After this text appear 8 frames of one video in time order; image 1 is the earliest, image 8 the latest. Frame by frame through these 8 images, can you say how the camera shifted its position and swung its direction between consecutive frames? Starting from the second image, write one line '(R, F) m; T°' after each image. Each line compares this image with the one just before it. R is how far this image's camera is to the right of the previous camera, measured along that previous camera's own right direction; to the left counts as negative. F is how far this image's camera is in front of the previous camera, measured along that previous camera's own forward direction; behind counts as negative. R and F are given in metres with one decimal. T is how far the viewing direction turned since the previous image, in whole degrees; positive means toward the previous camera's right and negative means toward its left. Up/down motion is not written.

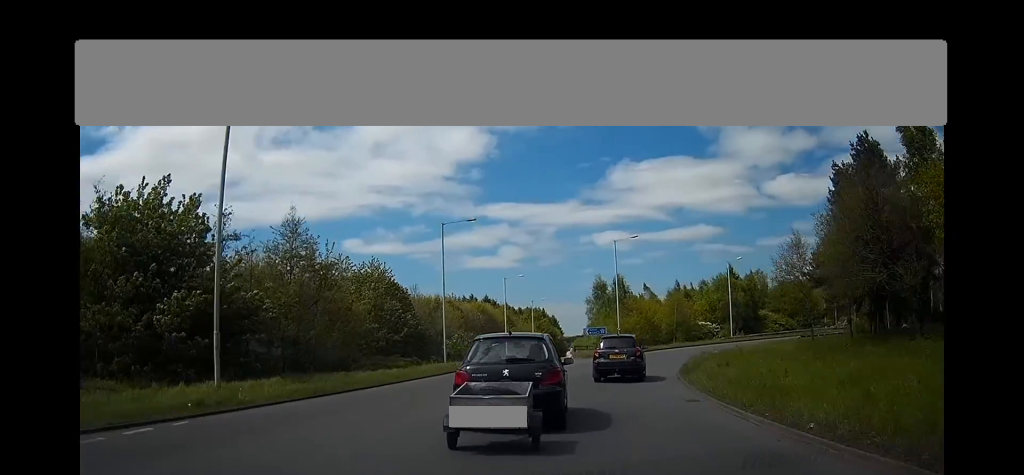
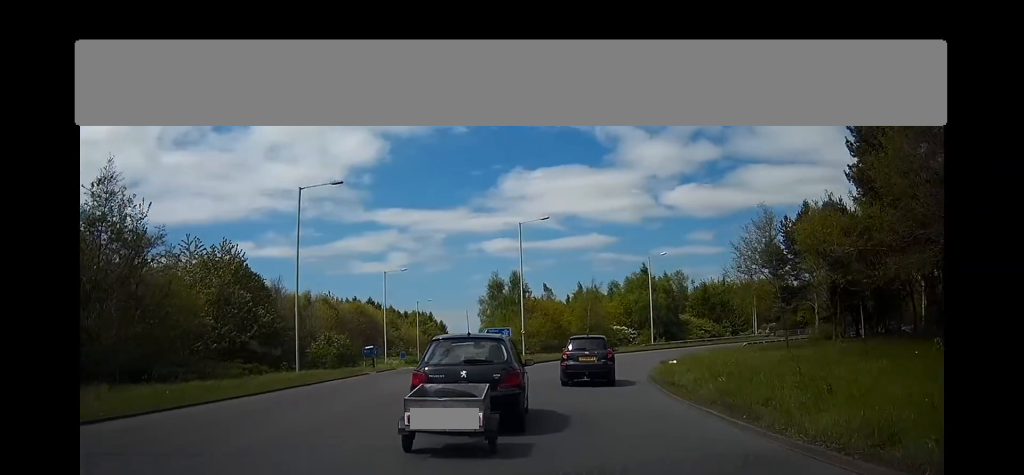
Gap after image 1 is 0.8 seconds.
(+1.4, +13.1) m; +11°
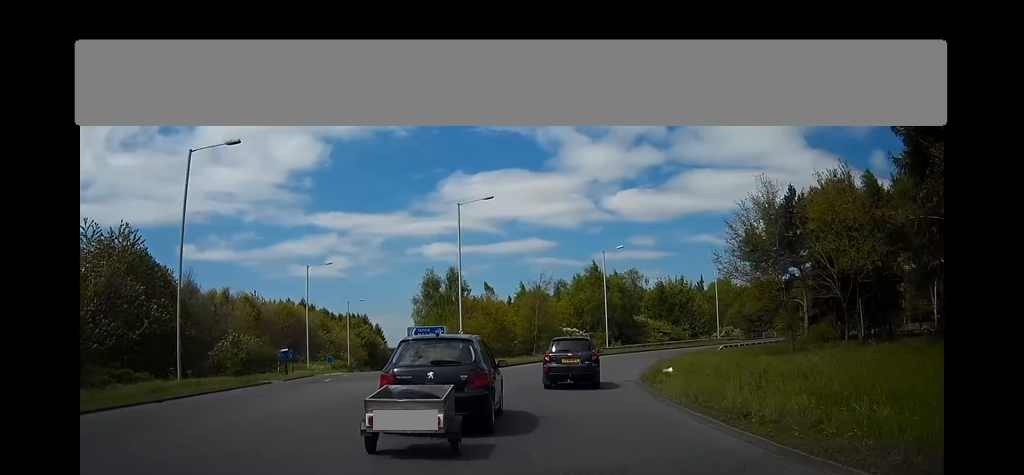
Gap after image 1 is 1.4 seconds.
(+0.3, +8.8) m; +7°
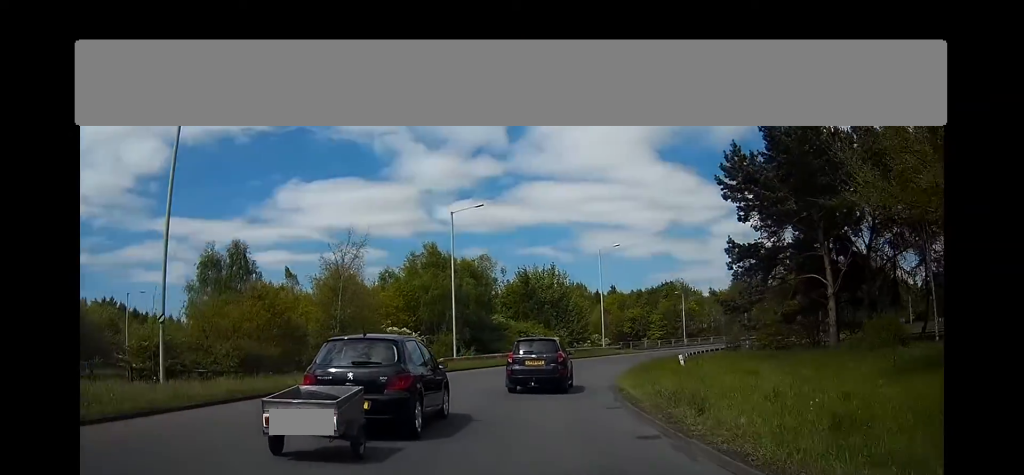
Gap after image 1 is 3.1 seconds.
(+3.9, +25.5) m; +16°
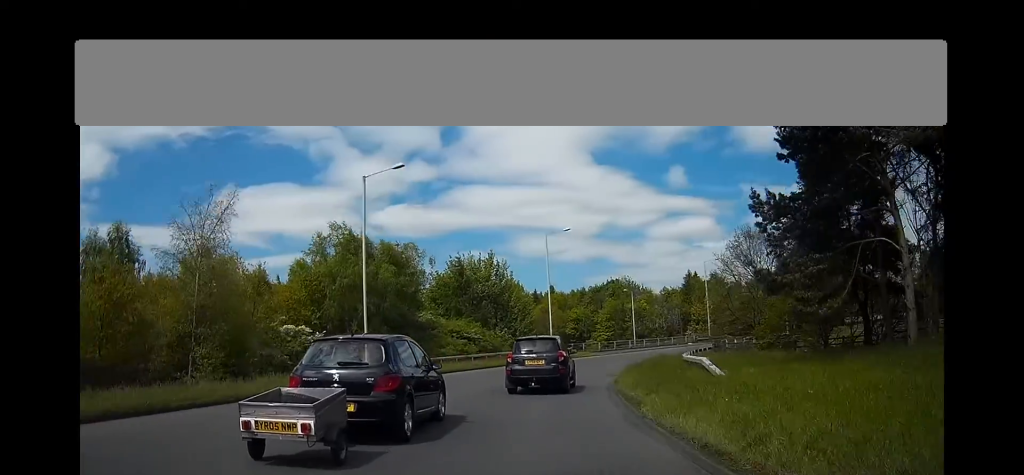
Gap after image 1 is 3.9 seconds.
(+0.8, +11.2) m; +6°
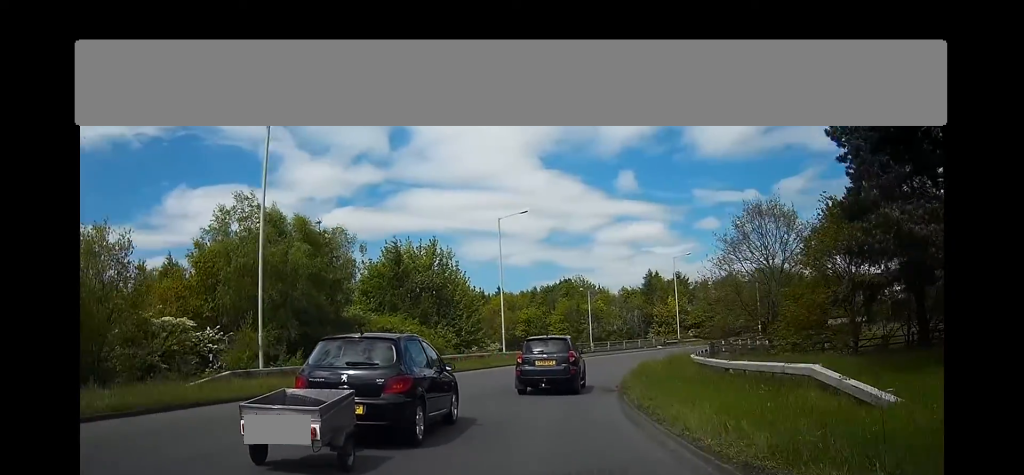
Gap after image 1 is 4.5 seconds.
(+0.4, +9.6) m; +5°
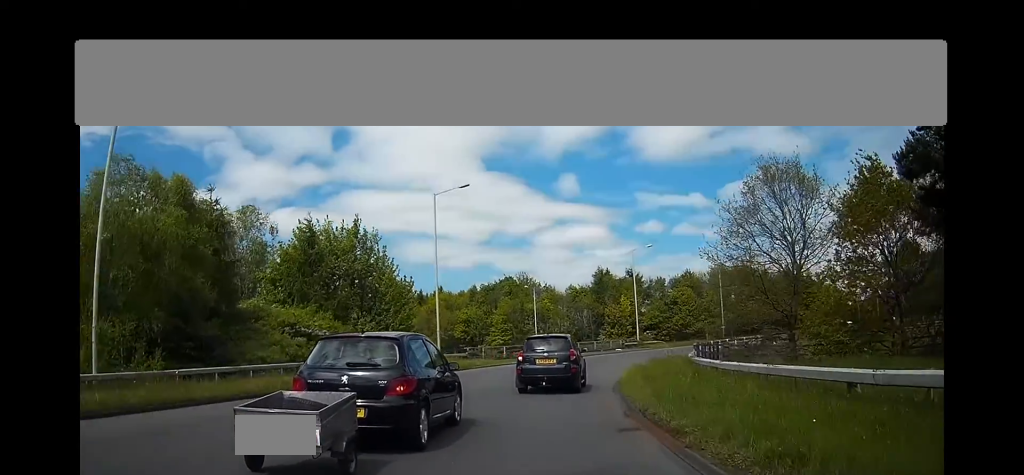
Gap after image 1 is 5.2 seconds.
(+0.2, +8.9) m; +3°
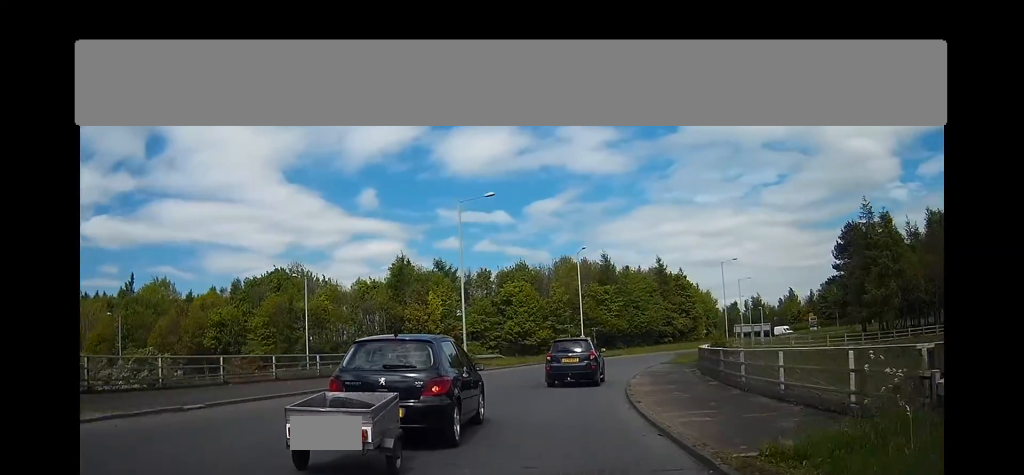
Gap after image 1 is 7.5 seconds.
(+4.8, +31.7) m; +20°
